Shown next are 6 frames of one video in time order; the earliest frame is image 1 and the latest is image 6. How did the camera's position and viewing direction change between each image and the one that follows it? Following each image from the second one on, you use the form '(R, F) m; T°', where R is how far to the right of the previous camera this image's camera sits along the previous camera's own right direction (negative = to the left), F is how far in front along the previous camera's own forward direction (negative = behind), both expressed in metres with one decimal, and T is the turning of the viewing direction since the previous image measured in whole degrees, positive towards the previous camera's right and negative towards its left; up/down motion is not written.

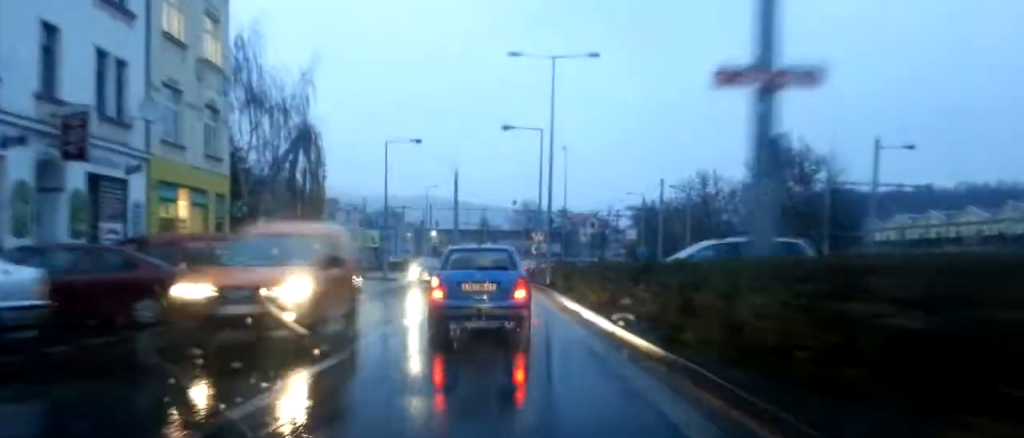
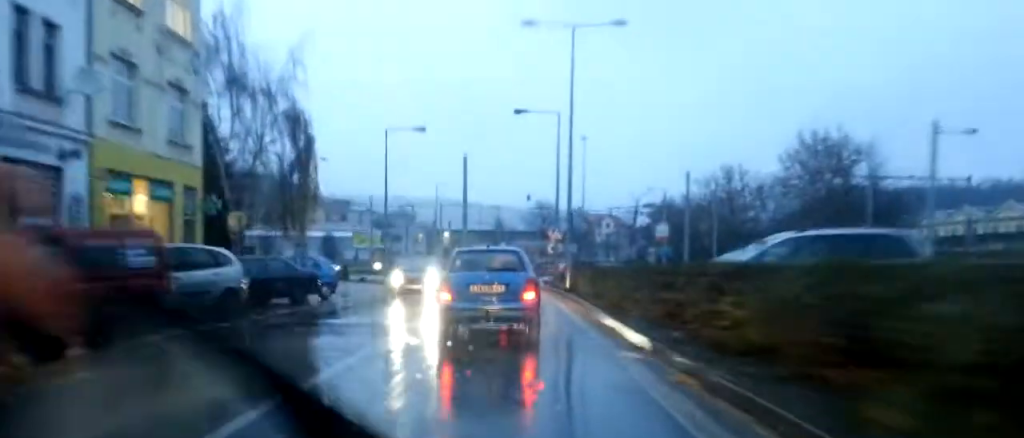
(-0.1, +4.6) m; -3°
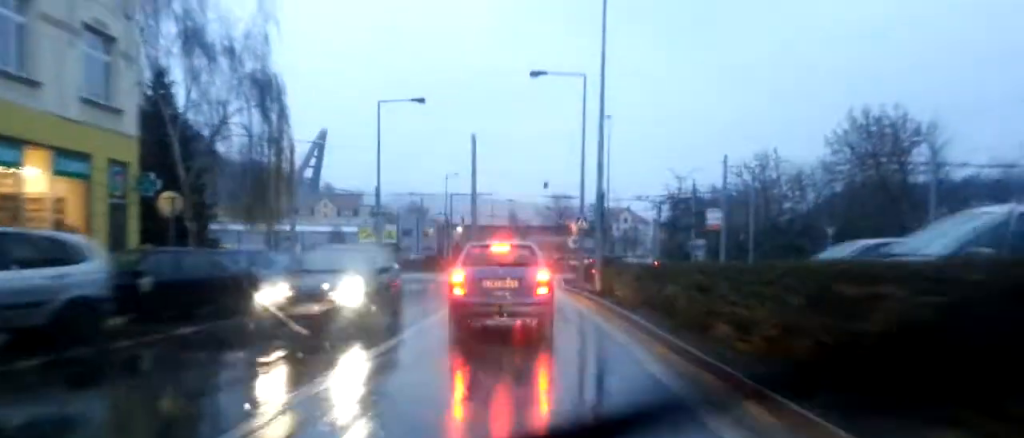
(-0.4, +6.5) m; 0°
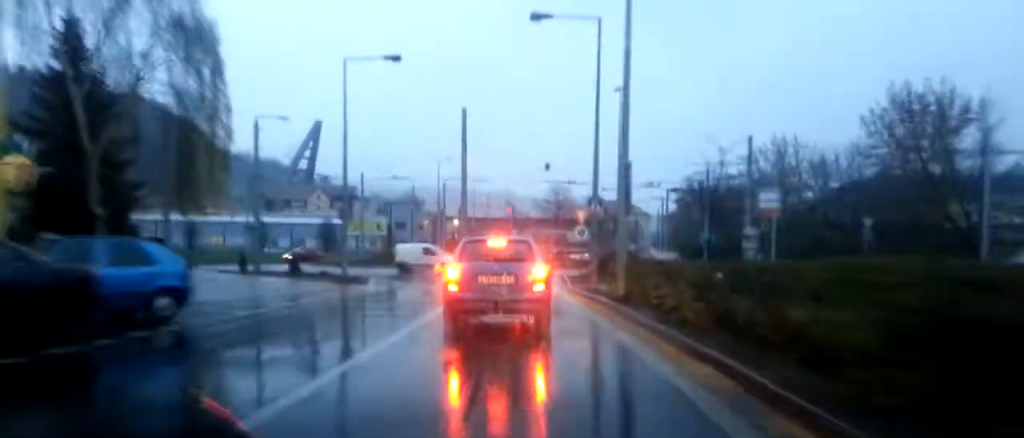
(+0.3, +6.2) m; 0°
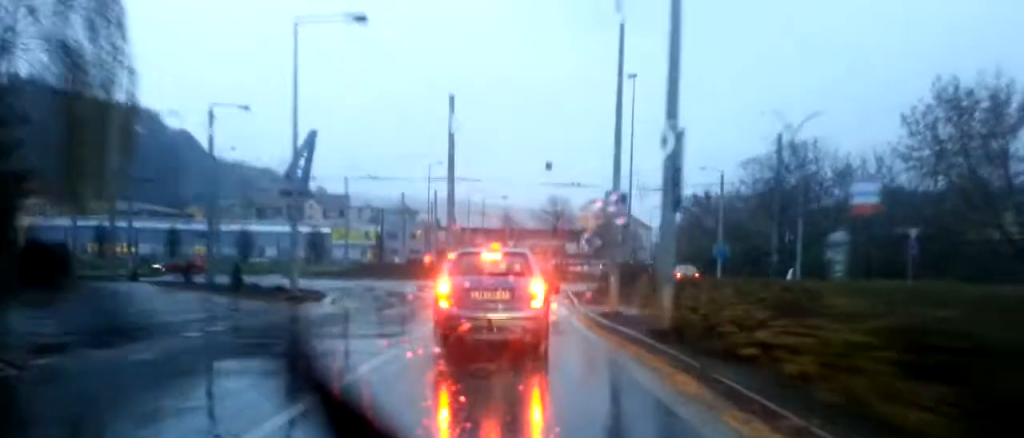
(-0.2, +5.7) m; -5°
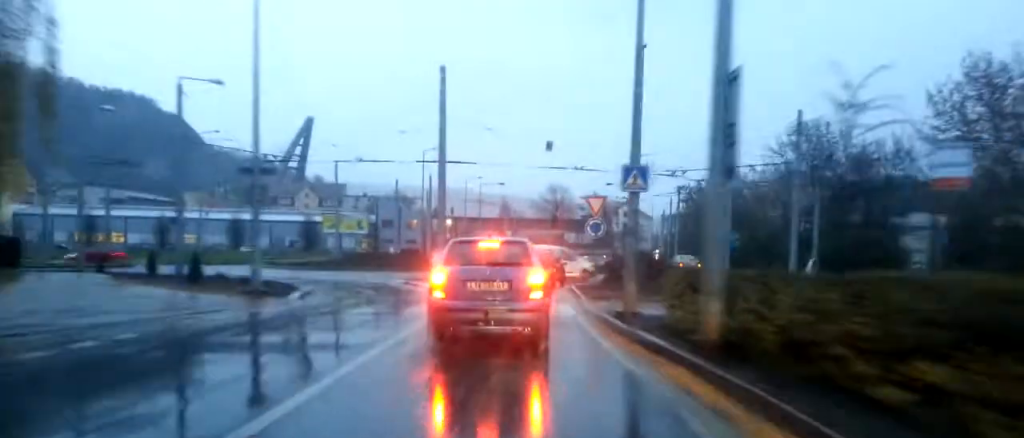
(-0.1, +2.9) m; -2°
